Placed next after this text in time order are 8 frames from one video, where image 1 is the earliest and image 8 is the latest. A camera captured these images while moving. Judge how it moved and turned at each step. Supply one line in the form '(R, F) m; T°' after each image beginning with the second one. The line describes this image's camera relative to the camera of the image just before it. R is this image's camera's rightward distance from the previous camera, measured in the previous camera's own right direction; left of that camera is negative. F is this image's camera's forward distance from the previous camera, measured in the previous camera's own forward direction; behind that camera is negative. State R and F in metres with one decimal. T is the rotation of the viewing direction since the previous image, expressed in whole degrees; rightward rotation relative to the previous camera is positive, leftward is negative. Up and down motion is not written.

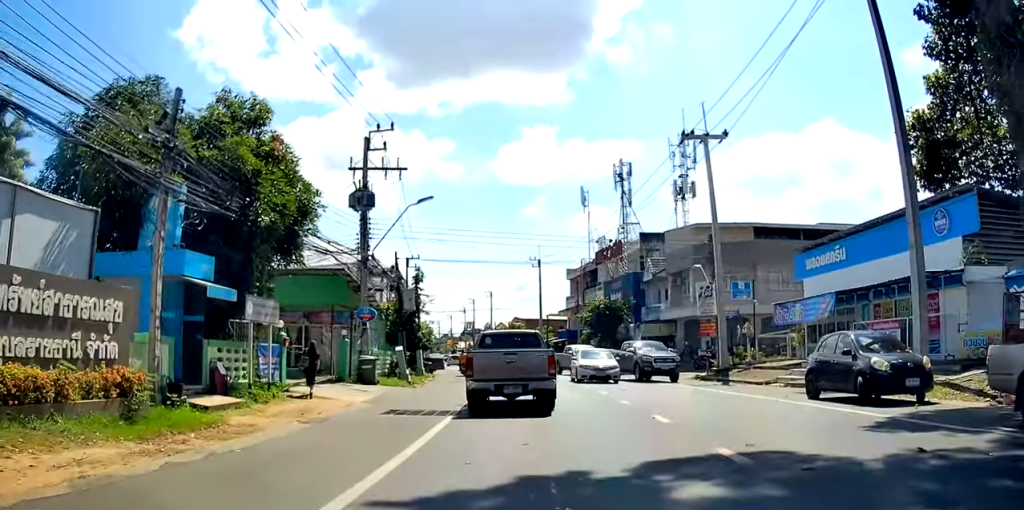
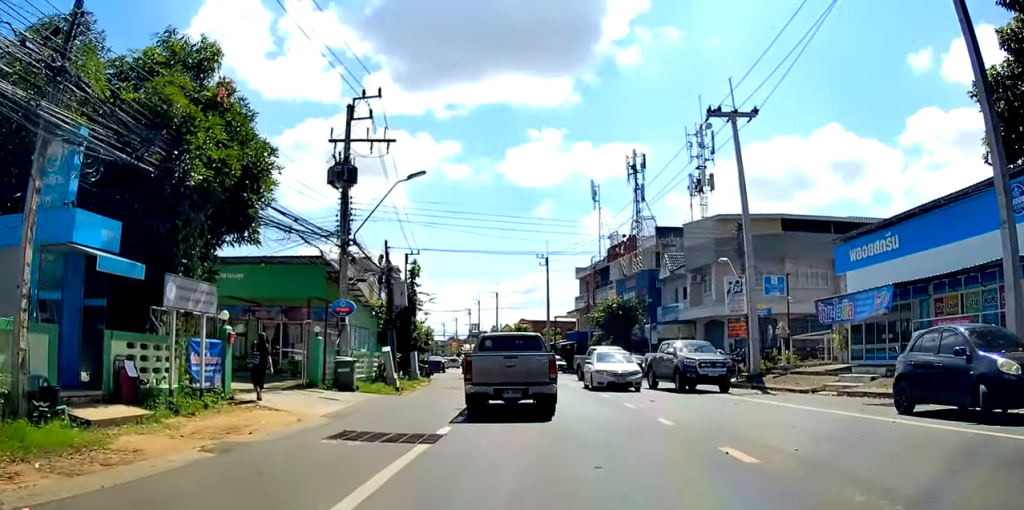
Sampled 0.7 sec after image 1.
(+0.1, +3.8) m; -3°
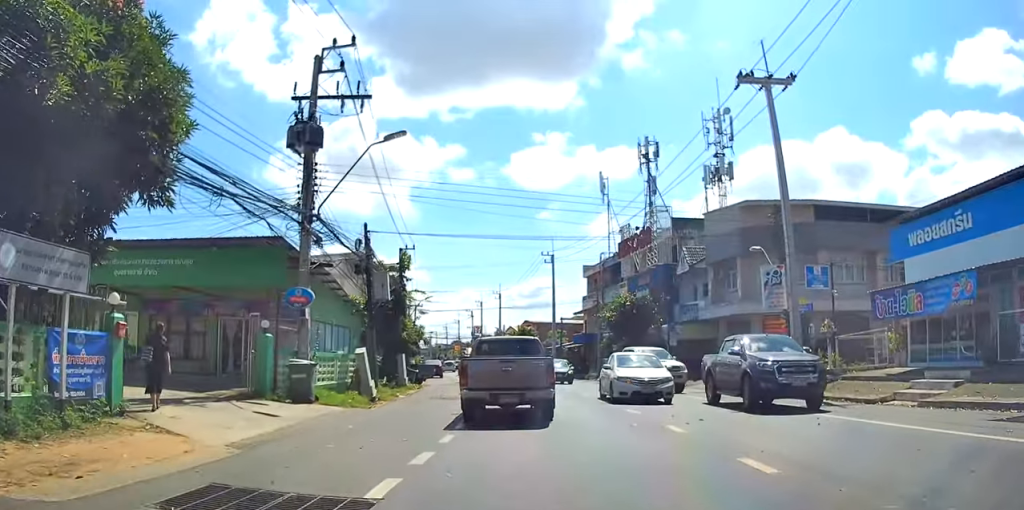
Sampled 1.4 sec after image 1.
(-0.1, +4.1) m; -7°
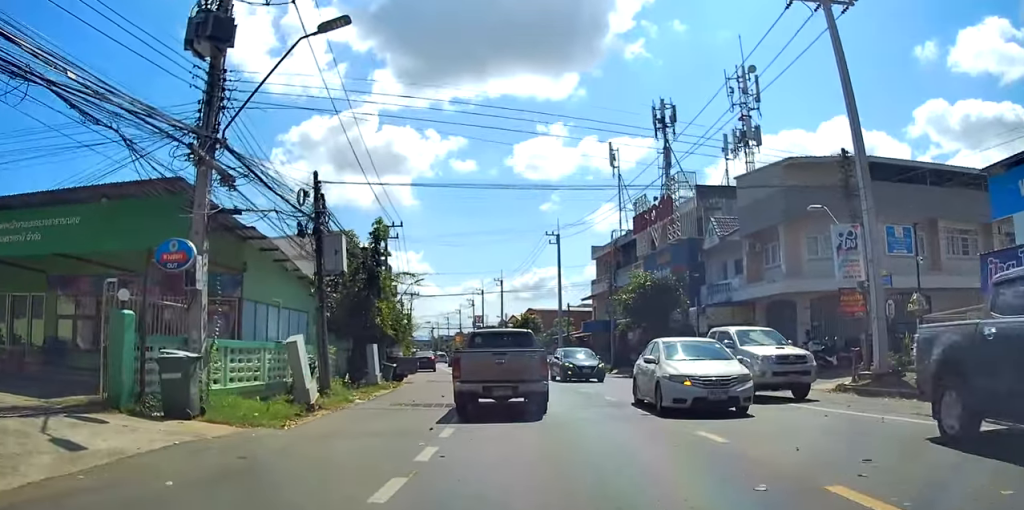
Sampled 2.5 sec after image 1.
(-0.7, +5.5) m; -5°
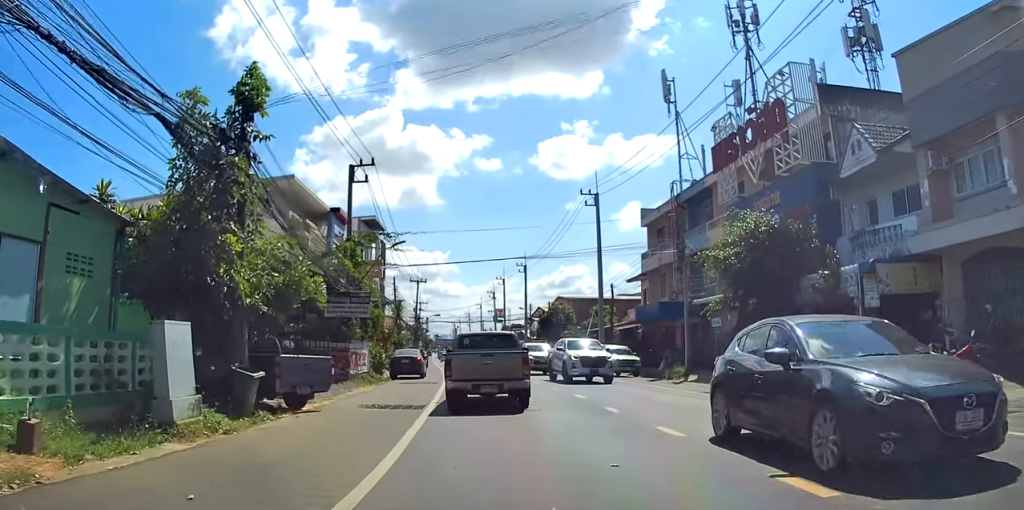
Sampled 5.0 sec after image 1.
(+3.4, +13.9) m; +14°
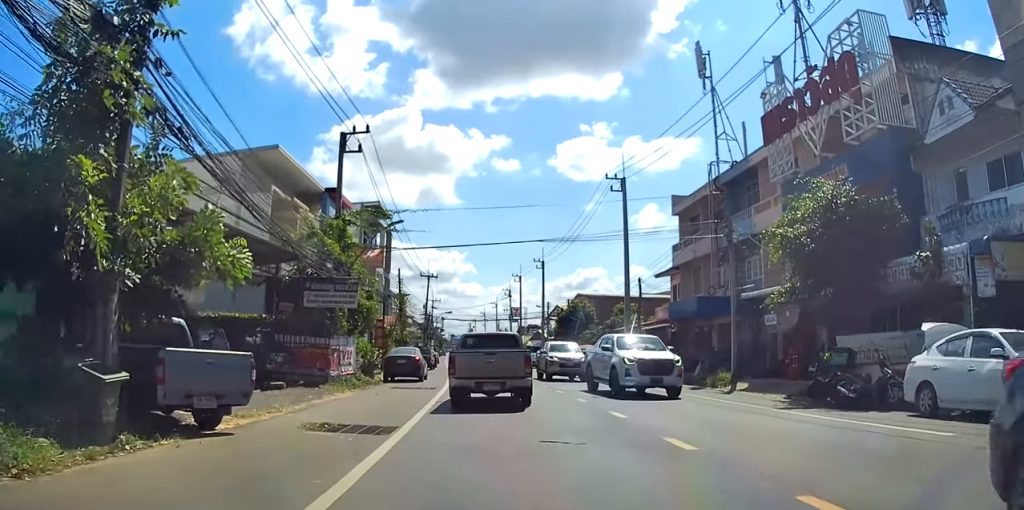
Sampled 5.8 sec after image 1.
(-0.5, +5.3) m; 0°
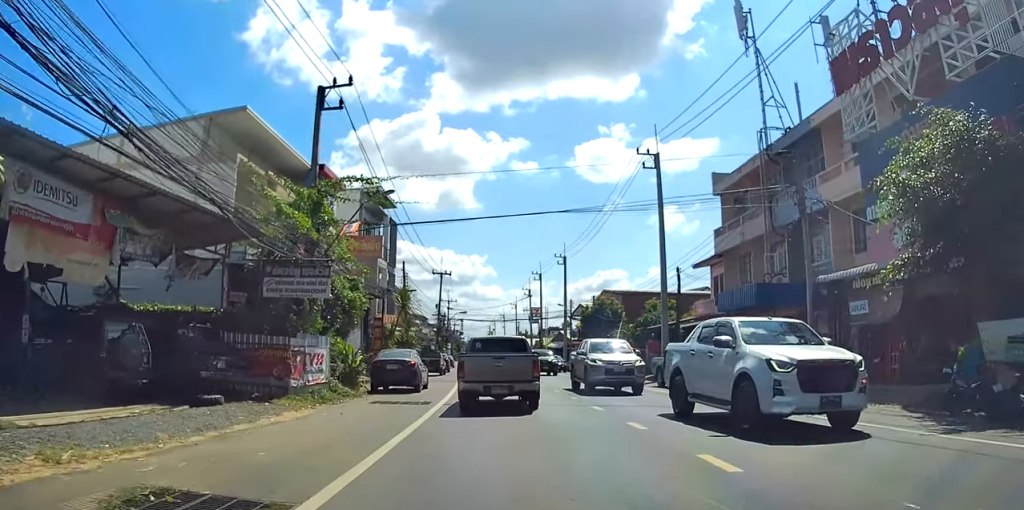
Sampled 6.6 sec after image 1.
(+0.2, +6.5) m; +1°
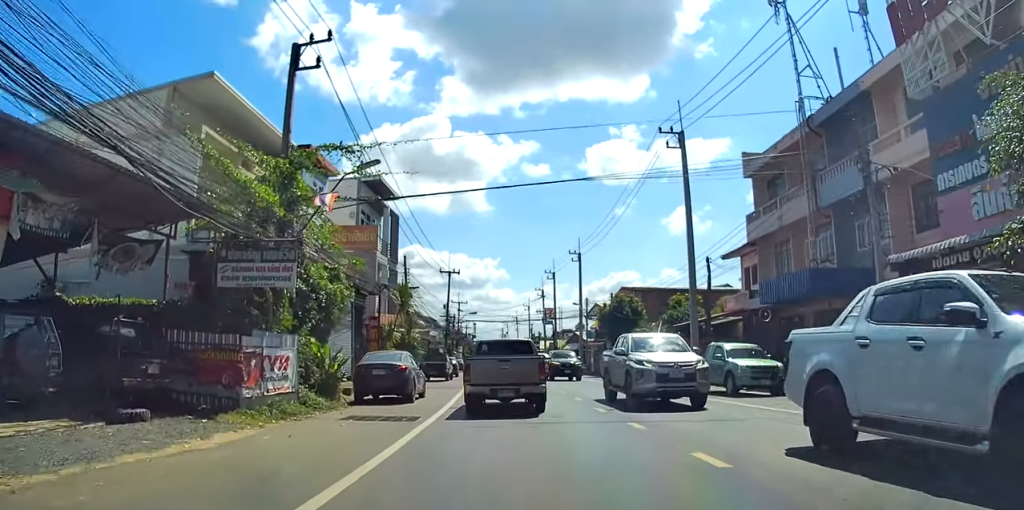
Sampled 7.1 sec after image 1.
(+0.5, +4.3) m; +1°
